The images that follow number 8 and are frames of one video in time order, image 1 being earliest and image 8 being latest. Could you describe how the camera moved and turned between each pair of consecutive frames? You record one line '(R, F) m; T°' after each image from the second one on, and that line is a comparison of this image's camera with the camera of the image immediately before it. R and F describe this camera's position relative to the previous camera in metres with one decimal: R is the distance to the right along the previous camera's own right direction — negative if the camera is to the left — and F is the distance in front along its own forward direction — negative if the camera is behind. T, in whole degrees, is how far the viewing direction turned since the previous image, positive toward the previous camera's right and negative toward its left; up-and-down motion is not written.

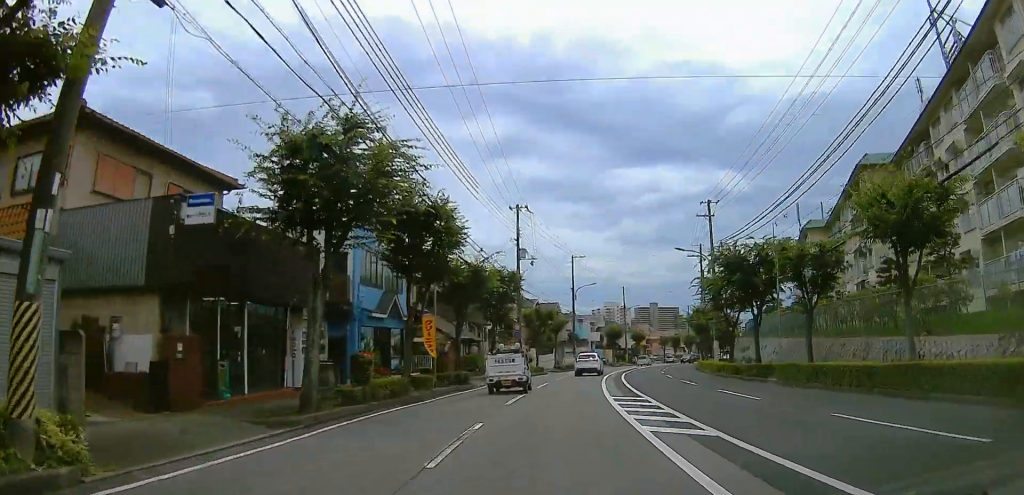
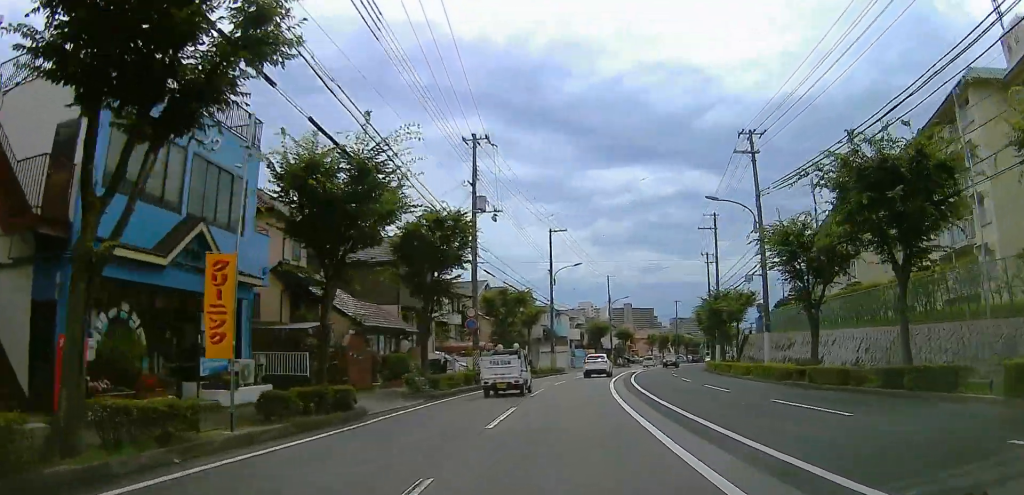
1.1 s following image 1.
(+0.1, +18.8) m; +1°
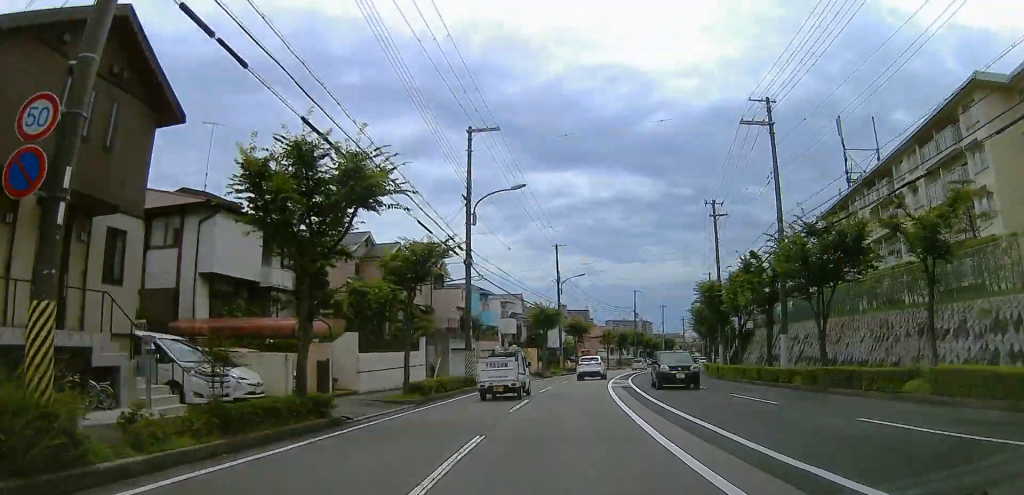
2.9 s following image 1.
(+1.7, +21.9) m; +9°
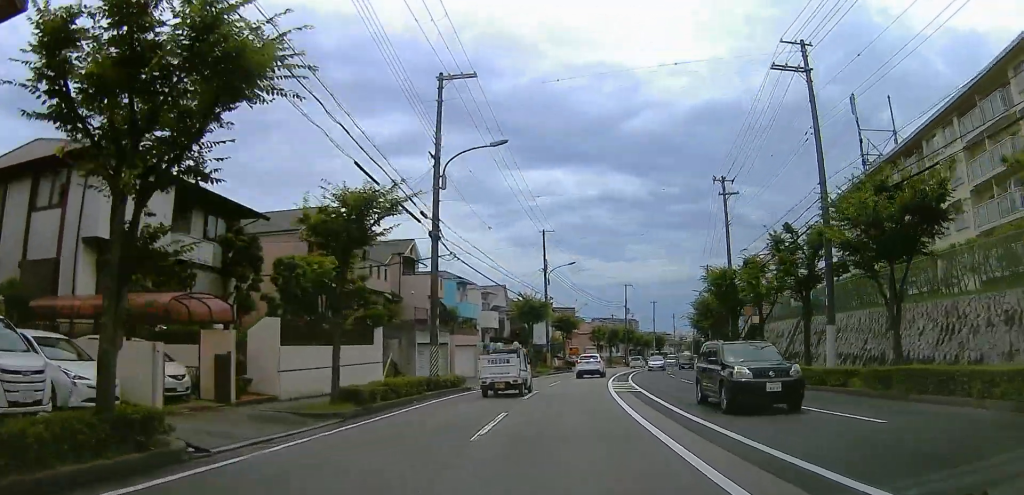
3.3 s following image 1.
(-0.5, +6.1) m; +1°
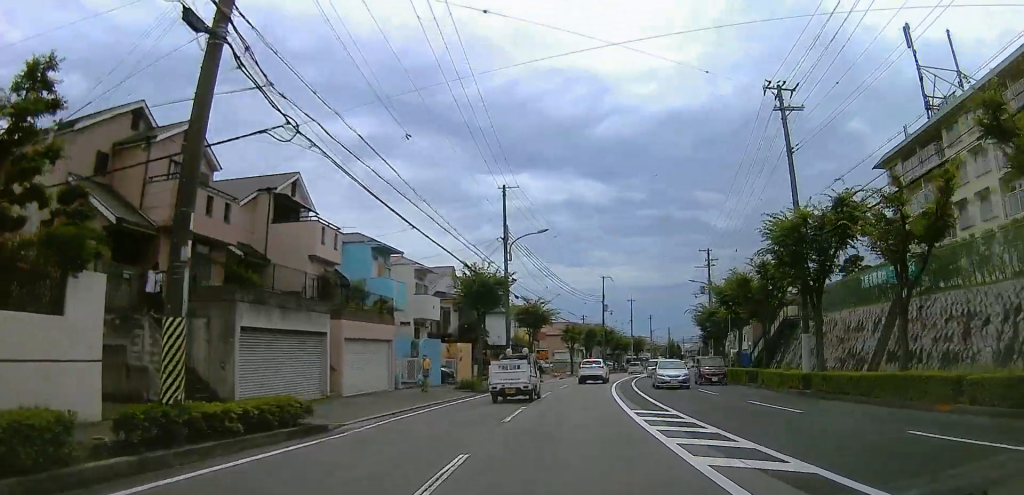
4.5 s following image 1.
(+1.0, +16.0) m; +6°
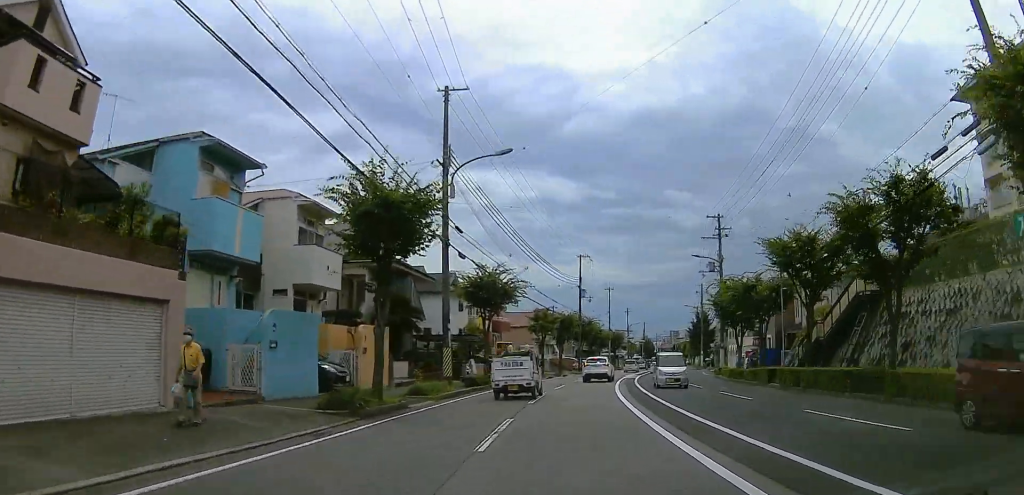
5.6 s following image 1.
(+0.2, +15.1) m; -1°
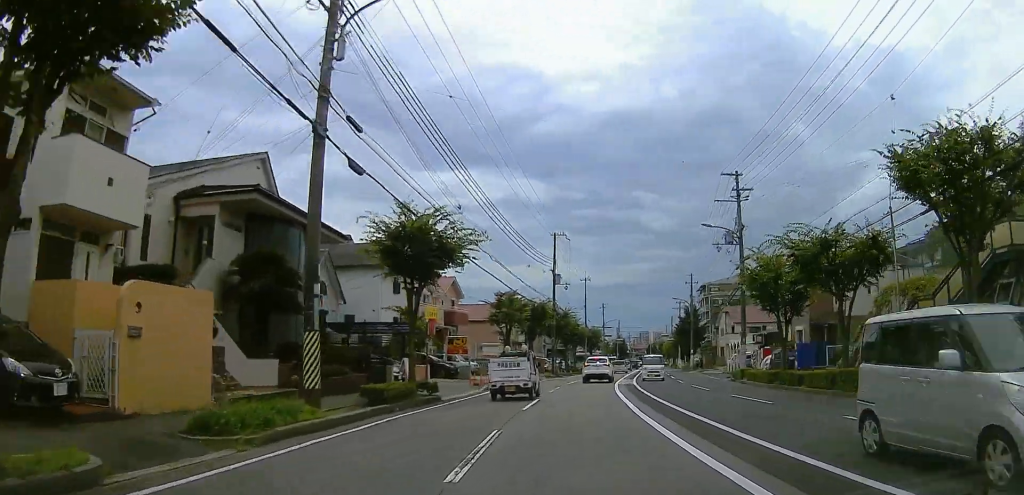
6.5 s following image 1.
(-0.4, +12.7) m; 0°
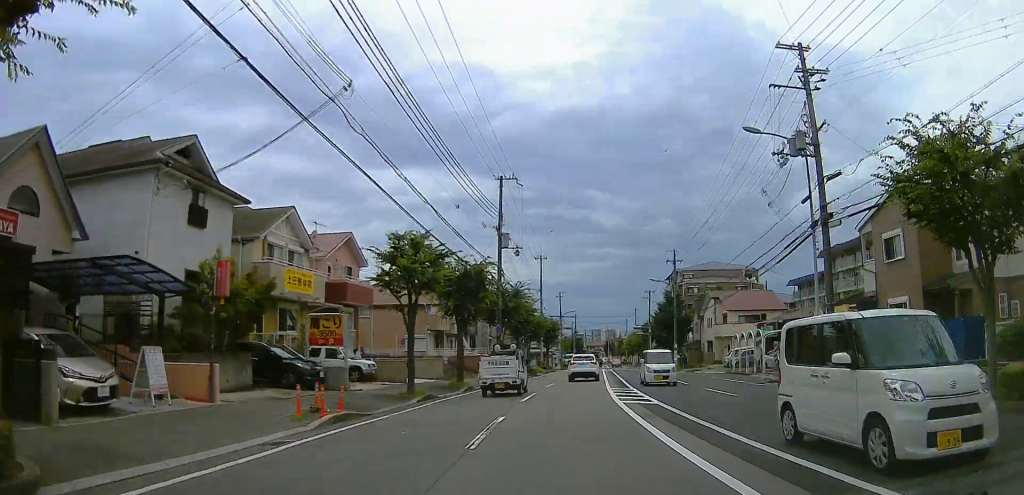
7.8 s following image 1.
(+1.1, +17.7) m; +11°
